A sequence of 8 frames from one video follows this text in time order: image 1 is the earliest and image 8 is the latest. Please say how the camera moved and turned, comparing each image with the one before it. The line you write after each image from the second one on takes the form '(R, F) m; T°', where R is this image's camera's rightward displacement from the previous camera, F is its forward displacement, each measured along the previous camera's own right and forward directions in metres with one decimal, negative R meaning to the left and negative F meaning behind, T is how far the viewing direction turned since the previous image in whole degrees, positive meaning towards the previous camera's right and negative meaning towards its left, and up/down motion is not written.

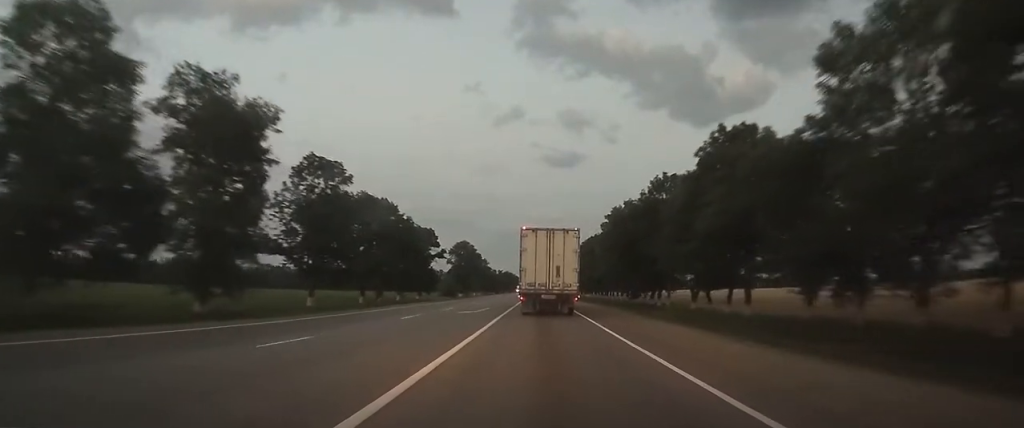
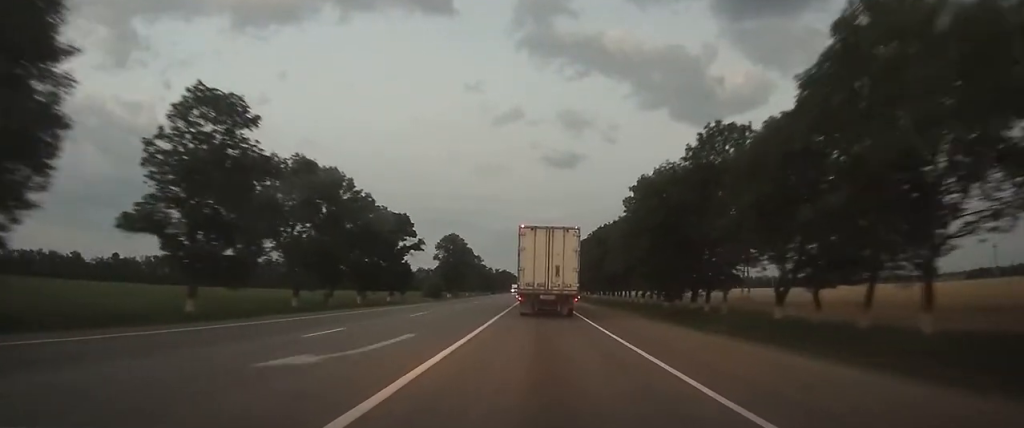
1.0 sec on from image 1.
(0.0, +21.4) m; 0°
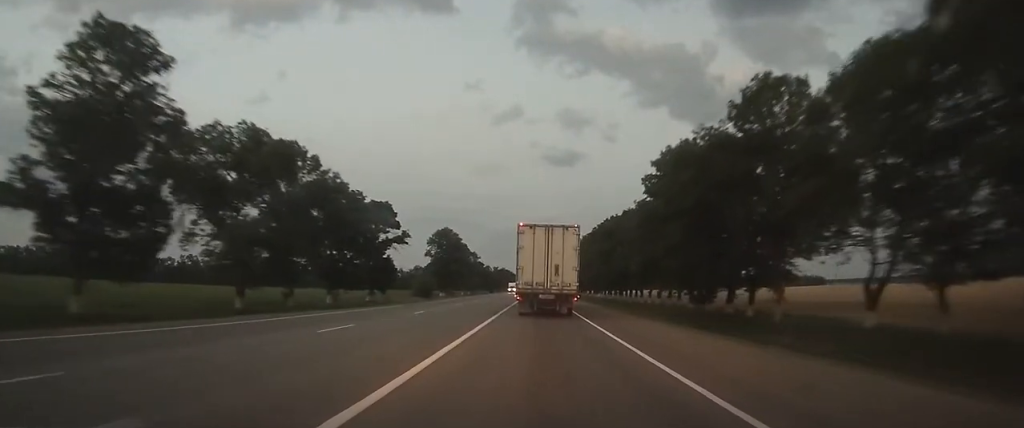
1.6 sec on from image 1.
(0.0, +11.0) m; 0°
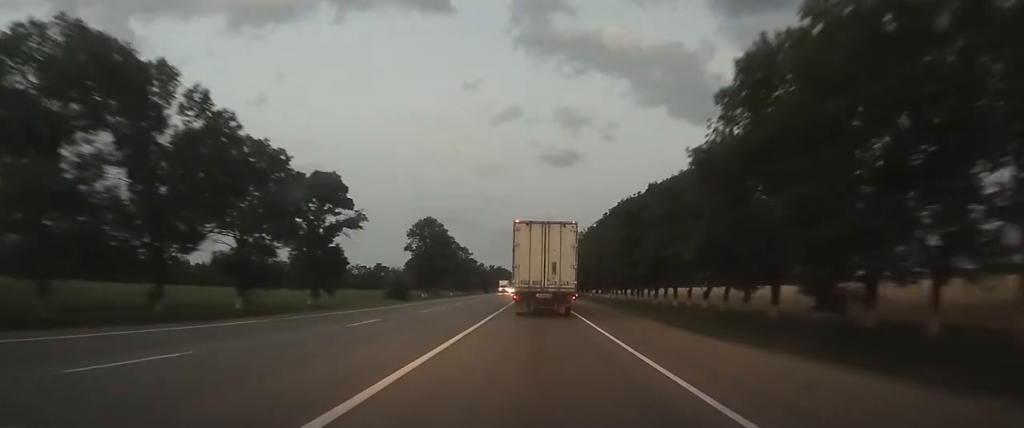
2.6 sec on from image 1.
(0.0, +20.5) m; 0°
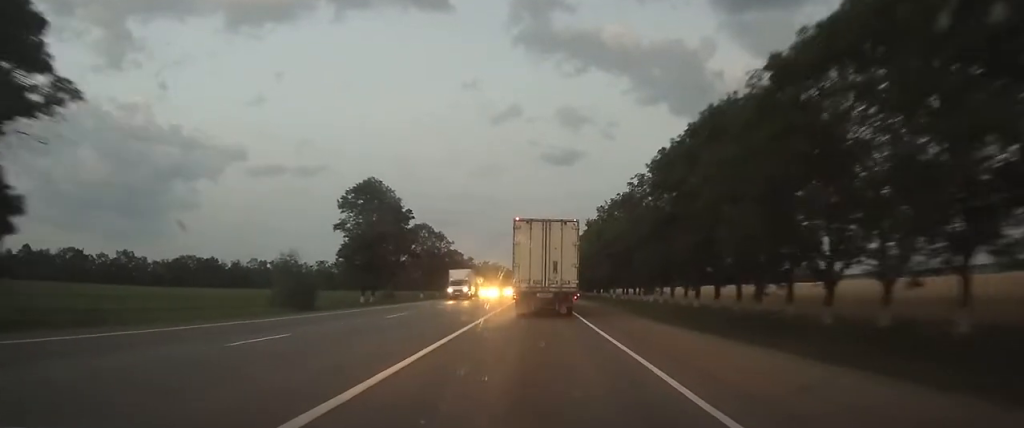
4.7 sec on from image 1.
(0.0, +43.1) m; 0°
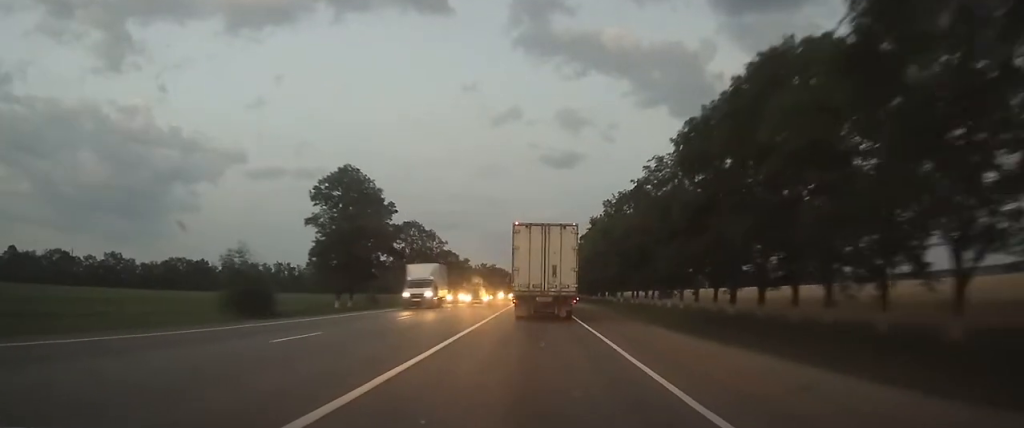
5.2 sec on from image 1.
(0.0, +10.0) m; 0°
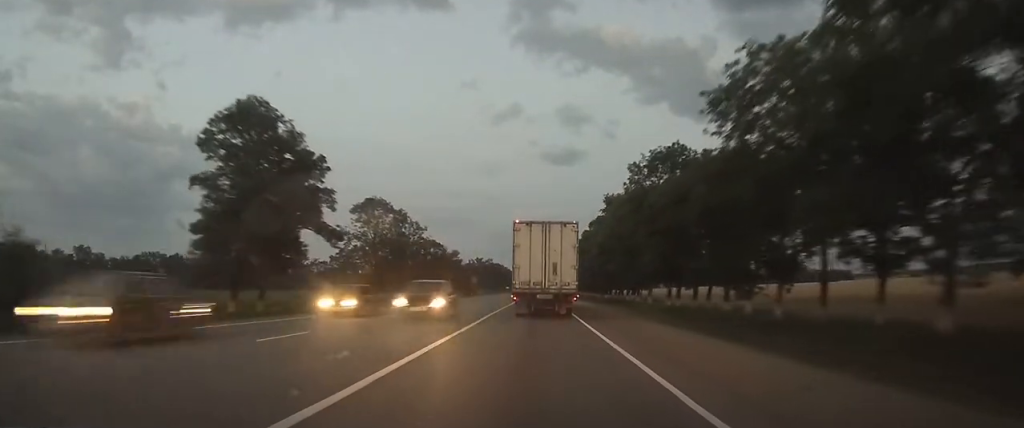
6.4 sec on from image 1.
(-0.1, +24.7) m; 0°
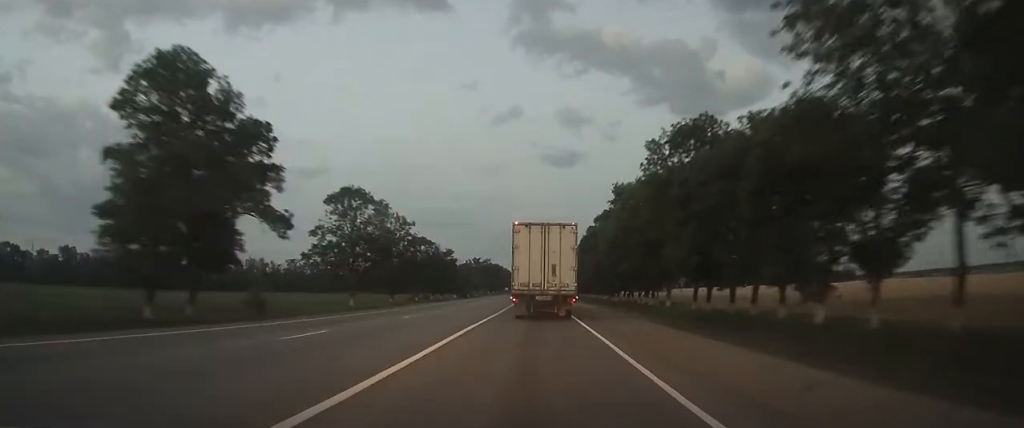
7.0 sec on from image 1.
(0.0, +10.7) m; 0°
